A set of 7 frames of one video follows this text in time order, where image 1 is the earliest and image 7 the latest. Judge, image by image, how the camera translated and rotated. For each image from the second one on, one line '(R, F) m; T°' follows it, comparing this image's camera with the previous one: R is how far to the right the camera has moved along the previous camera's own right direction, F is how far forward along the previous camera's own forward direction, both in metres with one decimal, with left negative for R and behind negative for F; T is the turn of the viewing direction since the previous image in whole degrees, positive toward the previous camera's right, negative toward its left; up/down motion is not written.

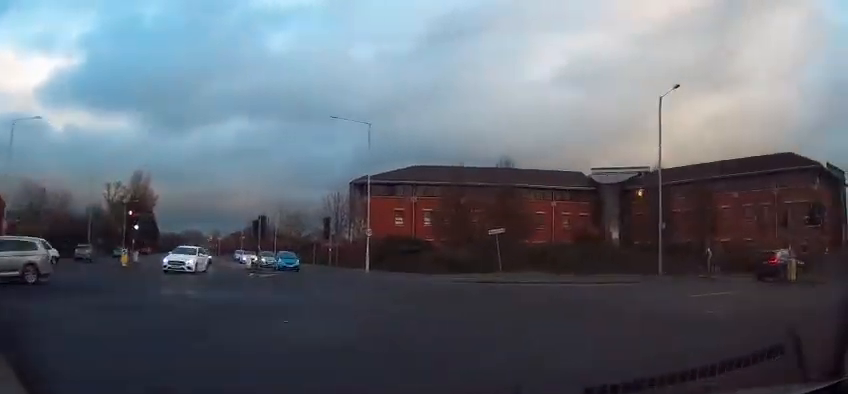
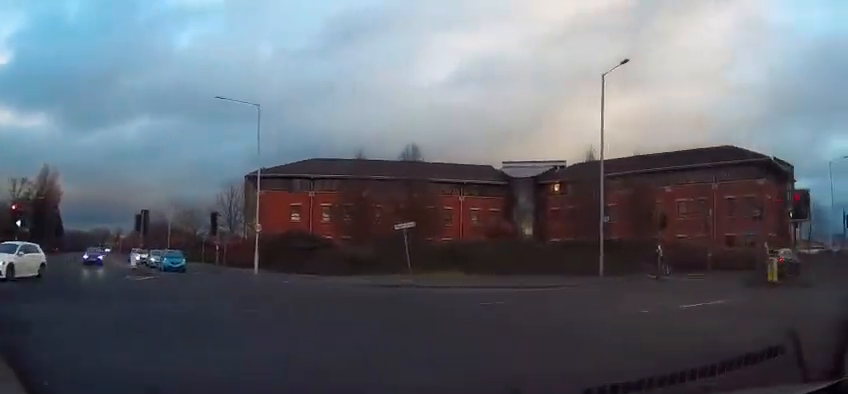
(+0.3, +4.4) m; +11°
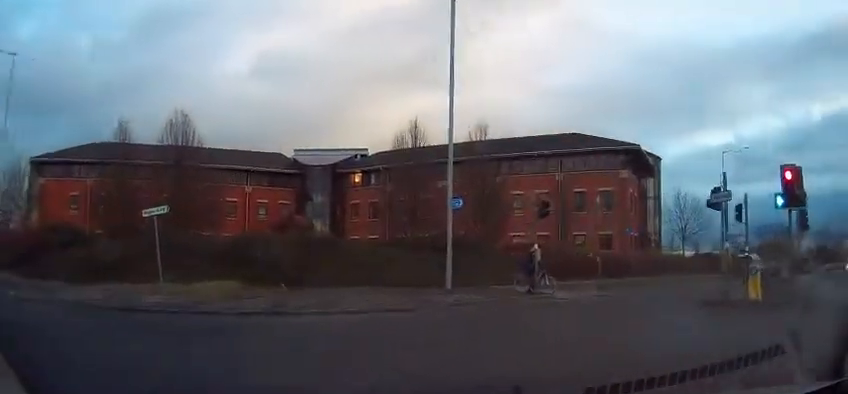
(+1.9, +8.2) m; +27°
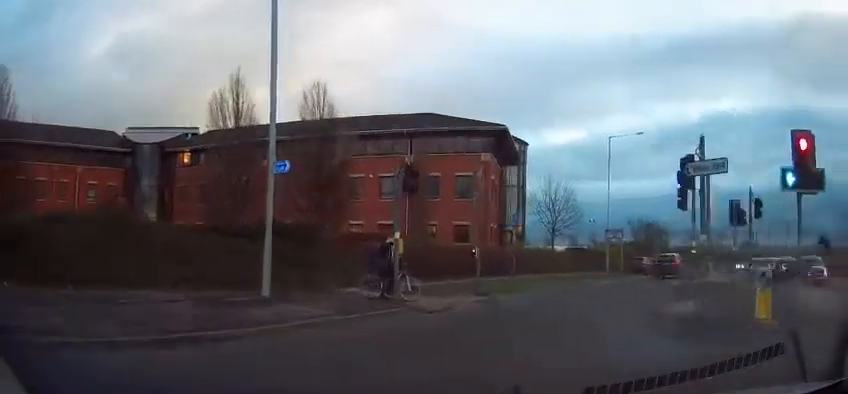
(+1.1, +5.5) m; +12°
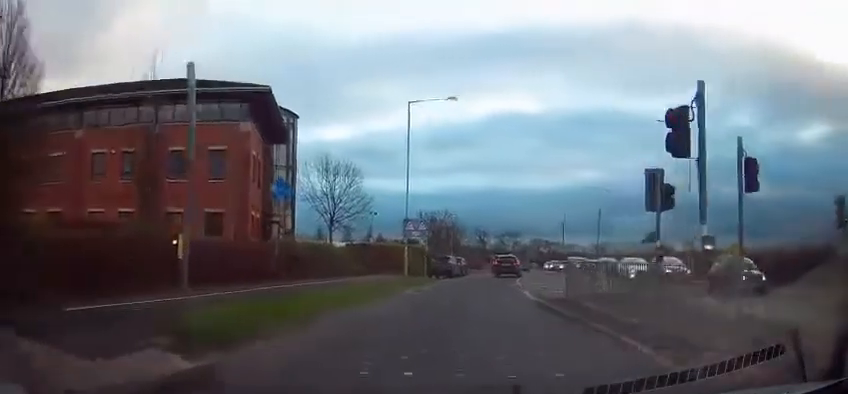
(+0.7, +9.1) m; +12°
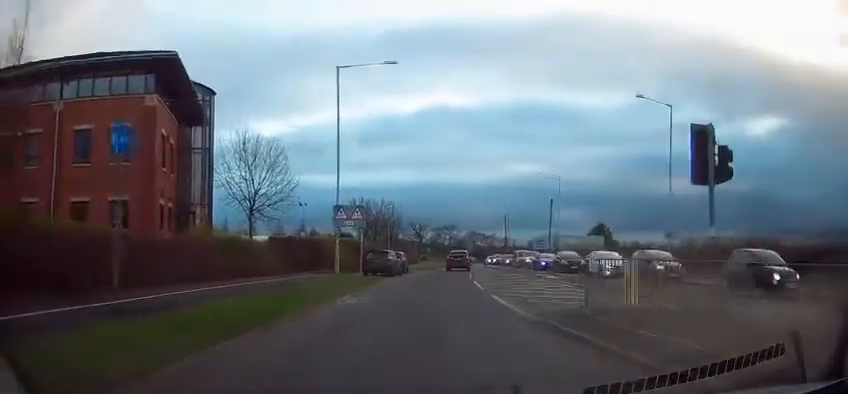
(+0.4, +5.1) m; +8°
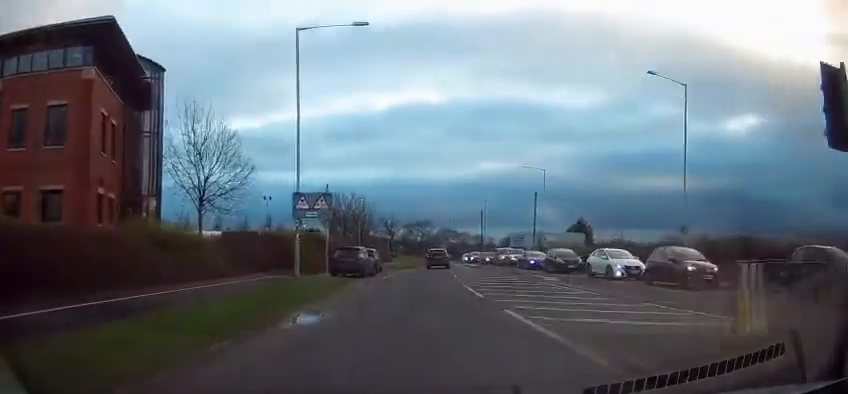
(+0.3, +4.5) m; +3°
